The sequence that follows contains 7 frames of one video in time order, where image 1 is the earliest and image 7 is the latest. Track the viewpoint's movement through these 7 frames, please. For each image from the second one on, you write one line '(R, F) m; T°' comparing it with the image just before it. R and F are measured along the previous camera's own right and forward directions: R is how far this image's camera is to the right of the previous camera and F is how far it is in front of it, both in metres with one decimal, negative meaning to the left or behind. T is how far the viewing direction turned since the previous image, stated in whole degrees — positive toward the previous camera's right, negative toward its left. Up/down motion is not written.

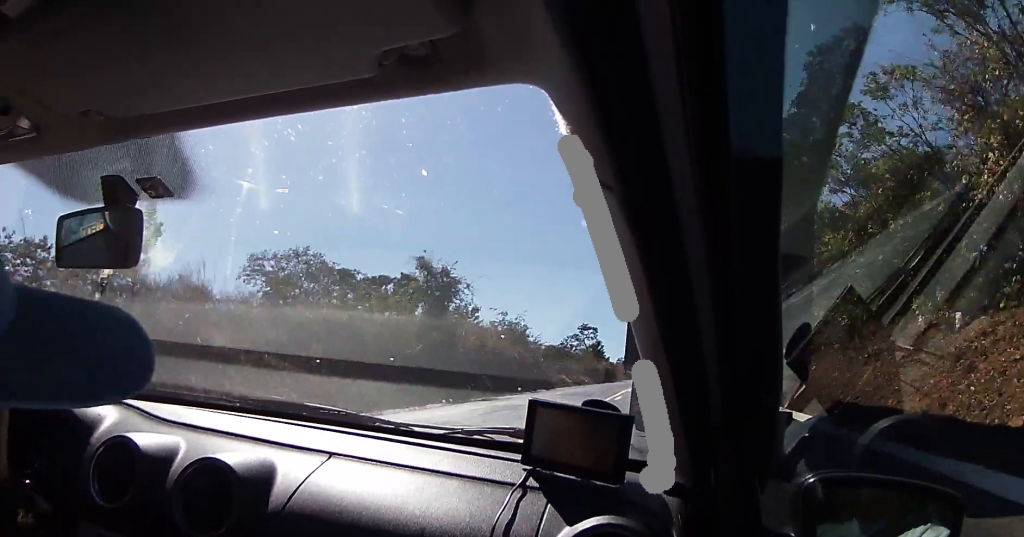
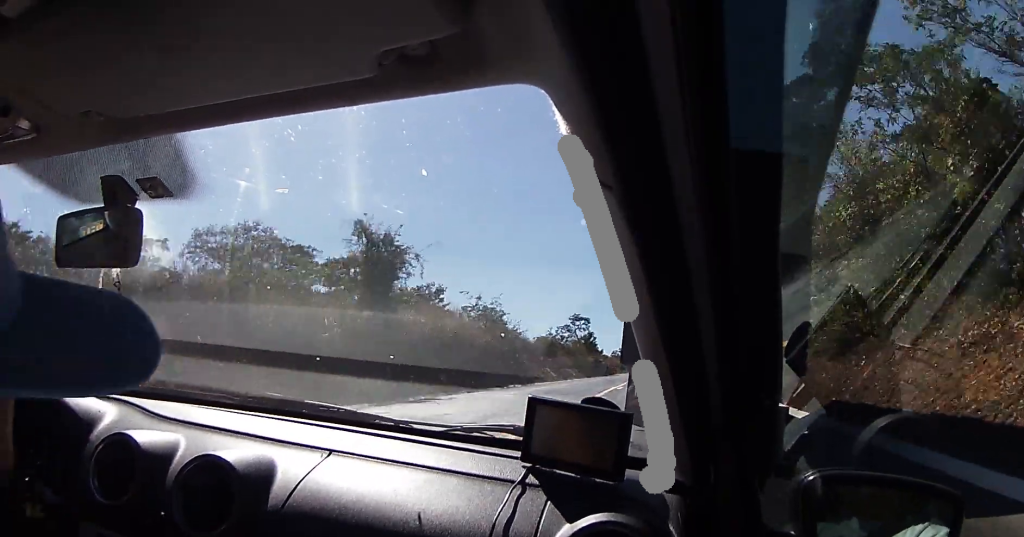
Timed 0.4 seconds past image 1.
(-0.2, +7.0) m; 0°
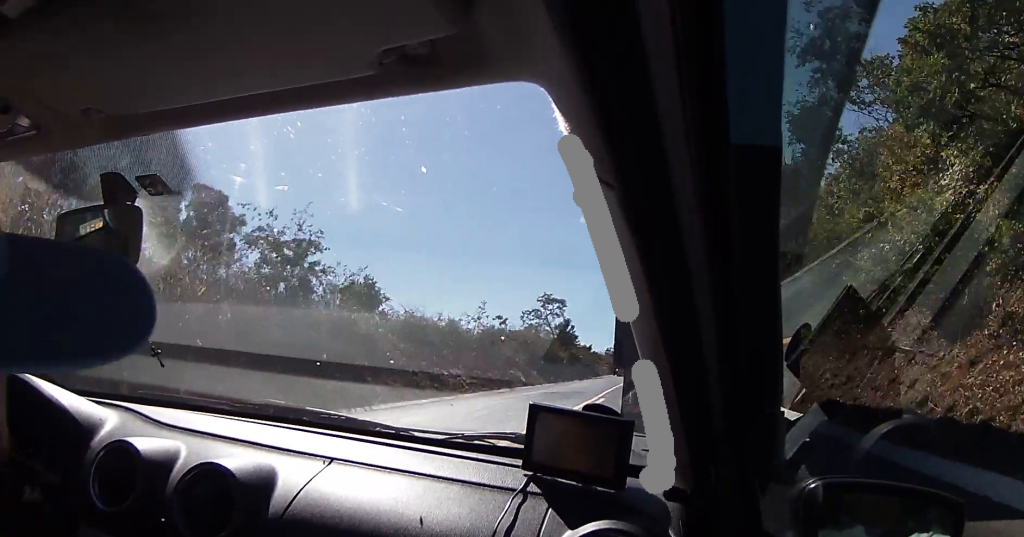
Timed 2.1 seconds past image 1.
(+1.3, +26.0) m; +3°
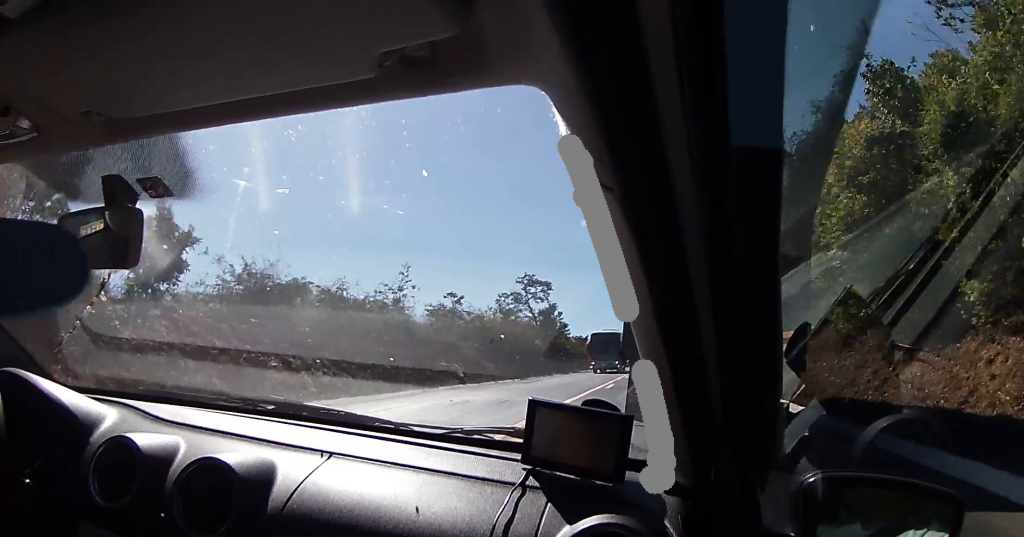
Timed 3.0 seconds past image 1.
(-0.1, +14.7) m; -1°
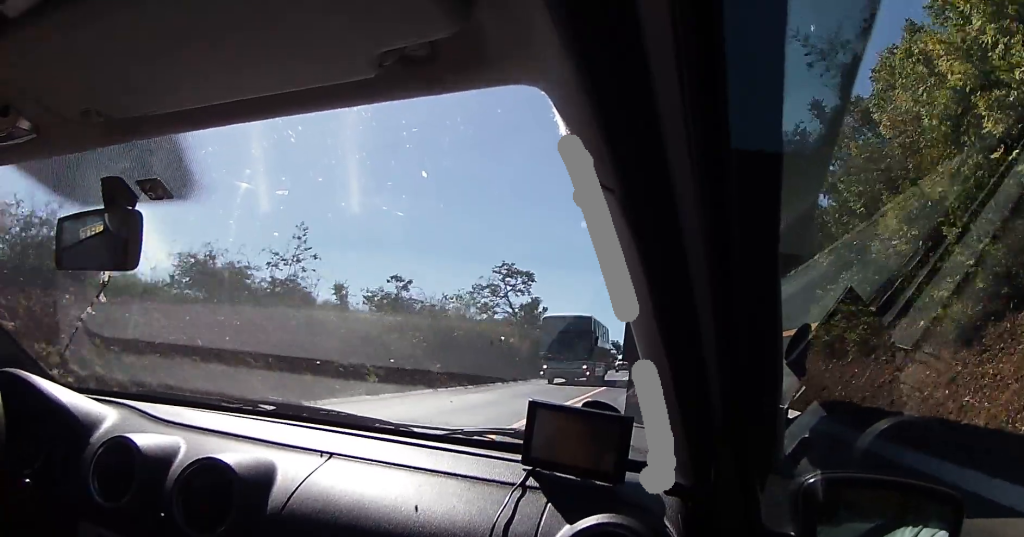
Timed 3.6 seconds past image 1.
(-0.1, +9.4) m; 0°
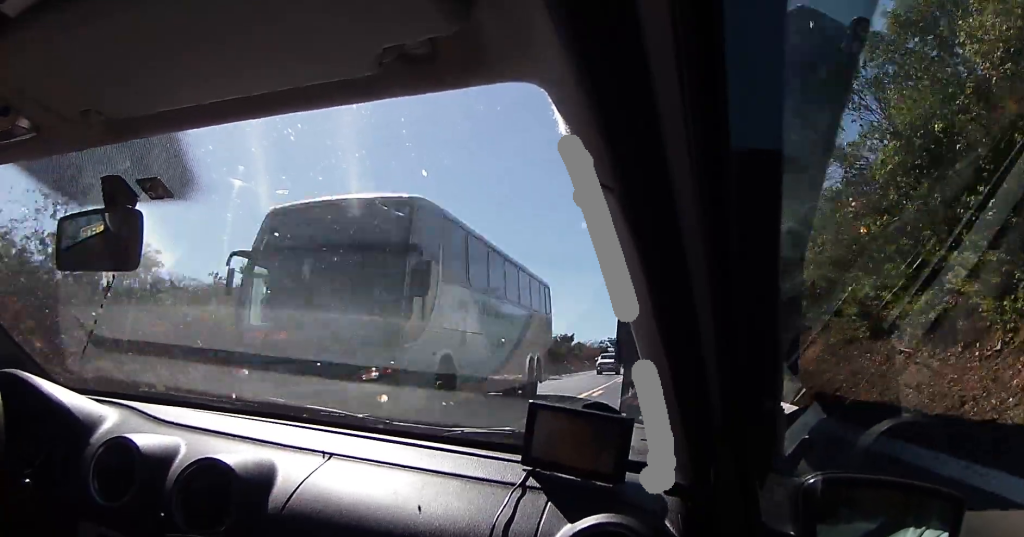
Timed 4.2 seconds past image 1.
(0.0, +10.0) m; 0°
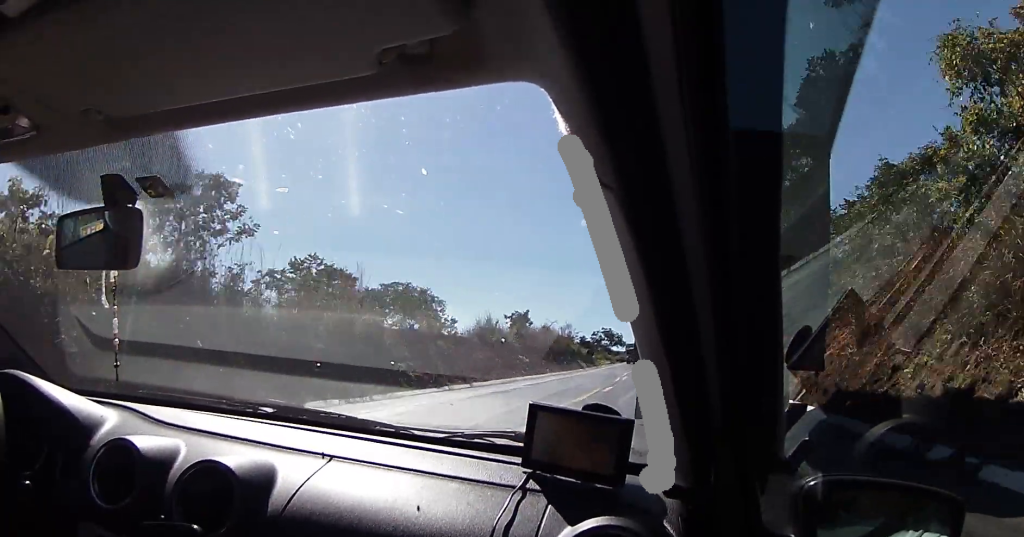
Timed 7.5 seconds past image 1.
(-0.4, +50.3) m; -1°
